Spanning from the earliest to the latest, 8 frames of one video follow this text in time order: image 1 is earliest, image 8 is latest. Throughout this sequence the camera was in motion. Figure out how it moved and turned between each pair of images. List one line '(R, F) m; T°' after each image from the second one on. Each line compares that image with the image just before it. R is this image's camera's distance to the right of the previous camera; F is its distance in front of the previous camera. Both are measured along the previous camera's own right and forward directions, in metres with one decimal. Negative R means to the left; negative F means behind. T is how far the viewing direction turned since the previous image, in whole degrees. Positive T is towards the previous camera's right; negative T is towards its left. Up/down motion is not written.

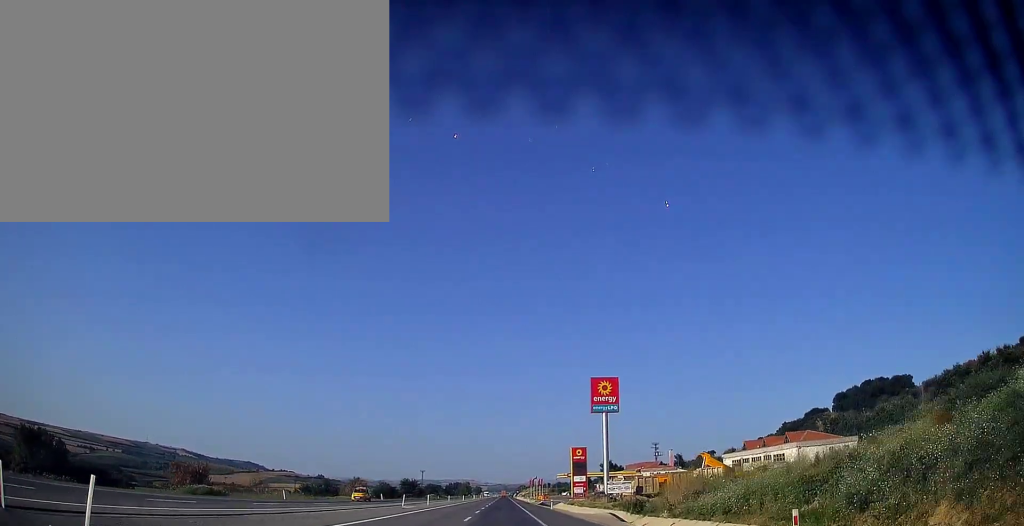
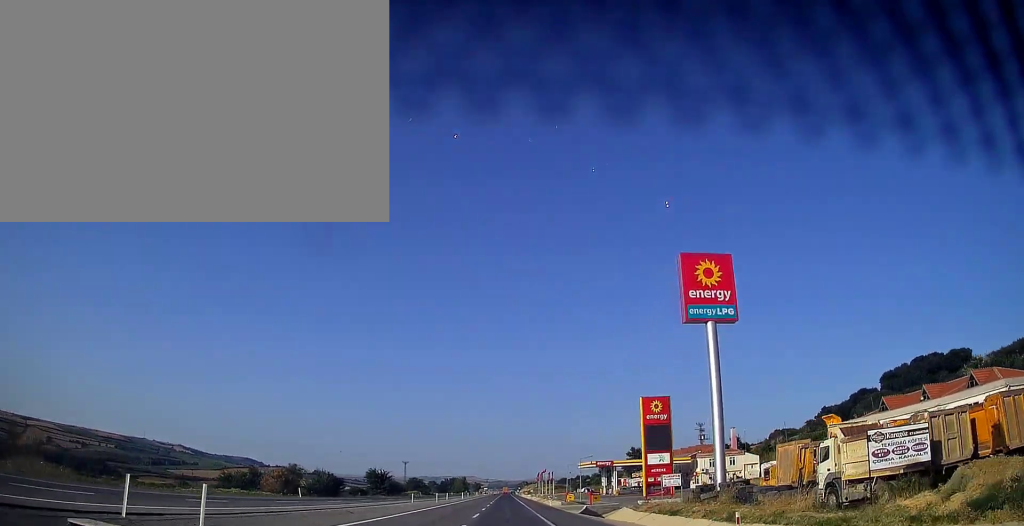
(+0.1, +45.4) m; 0°
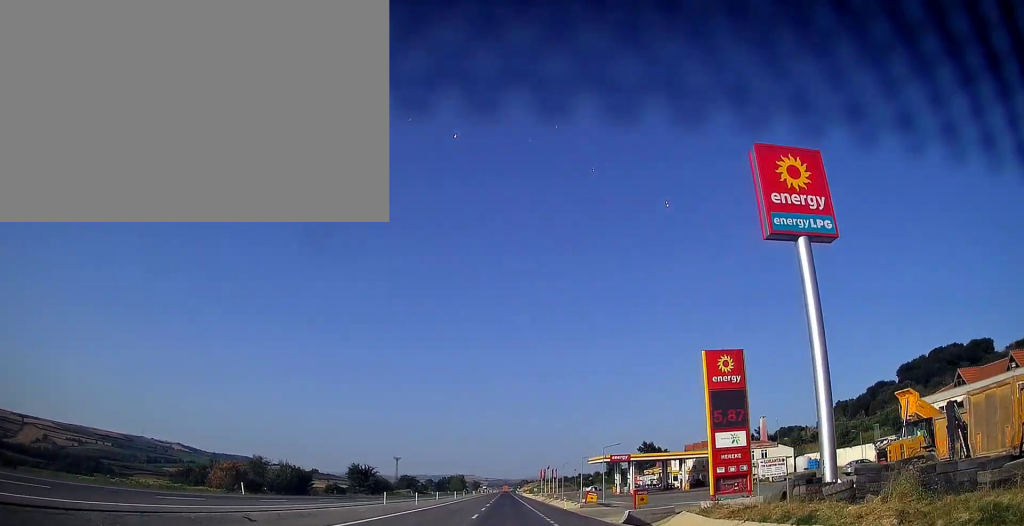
(0.0, +14.8) m; 0°
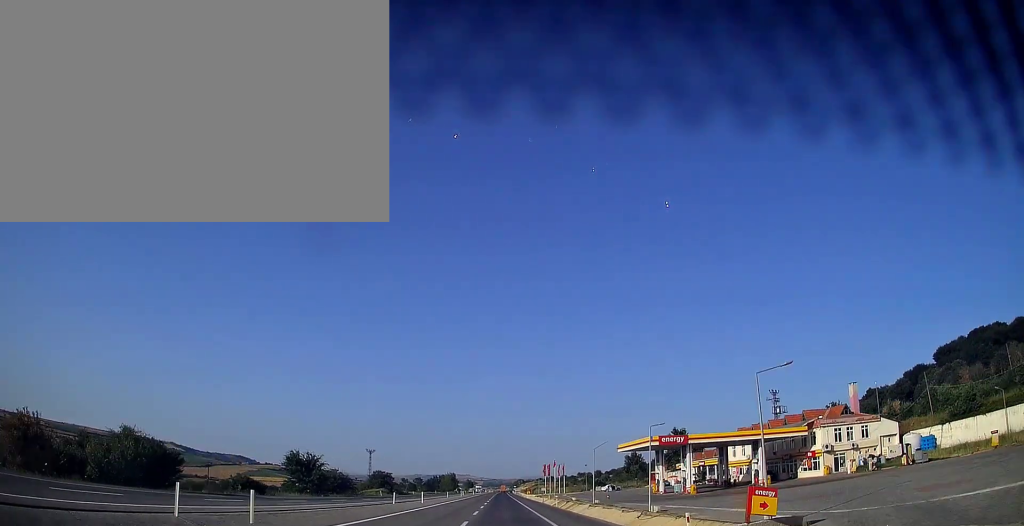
(+0.1, +31.6) m; 0°
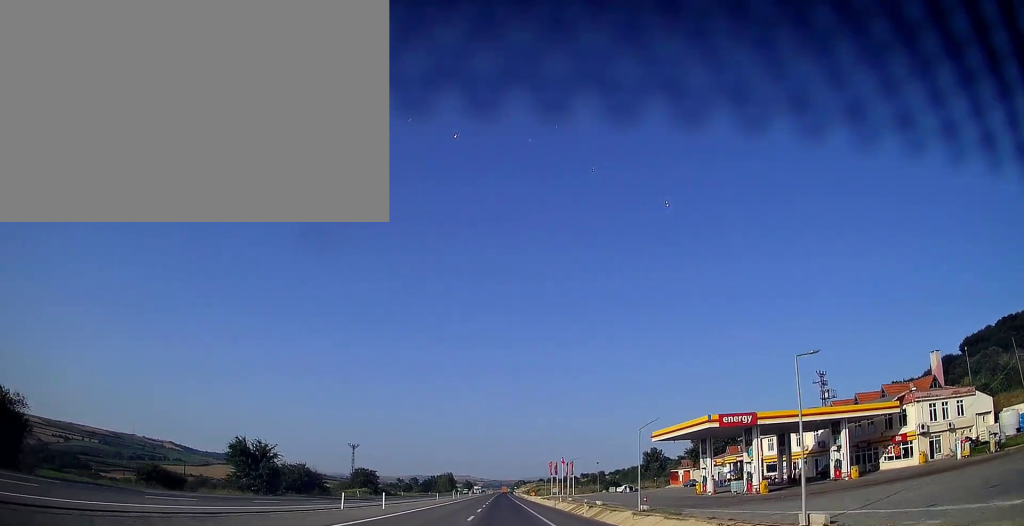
(0.0, +16.7) m; 0°
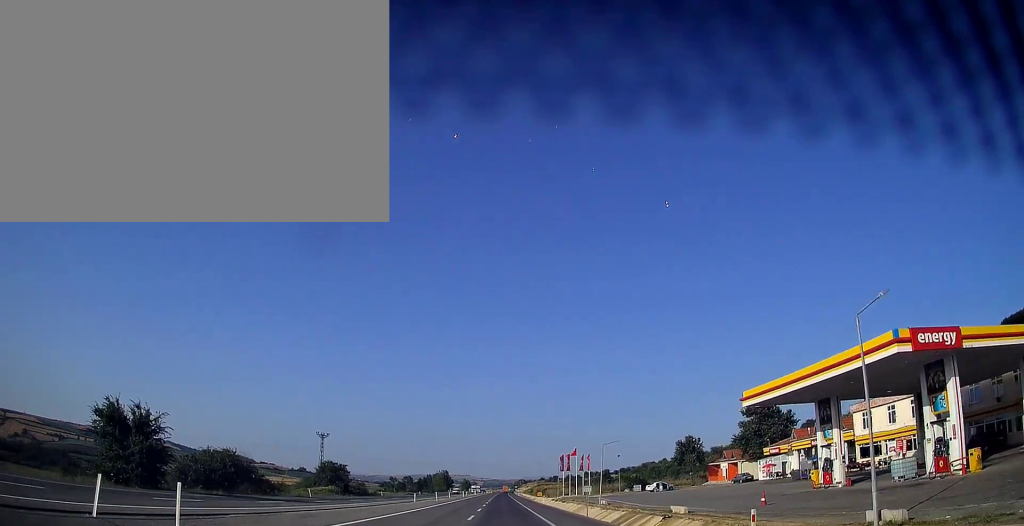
(-0.1, +23.6) m; 0°
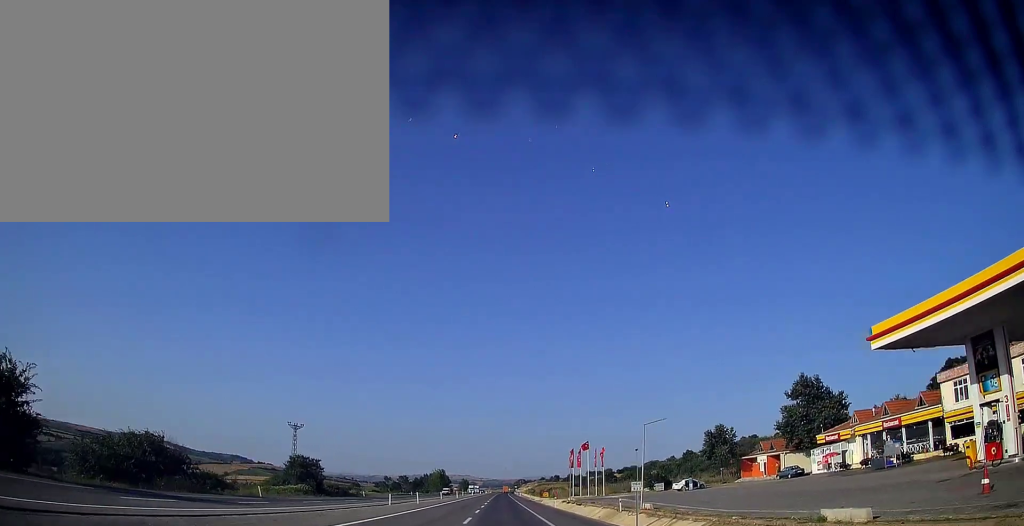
(+0.1, +15.8) m; 0°
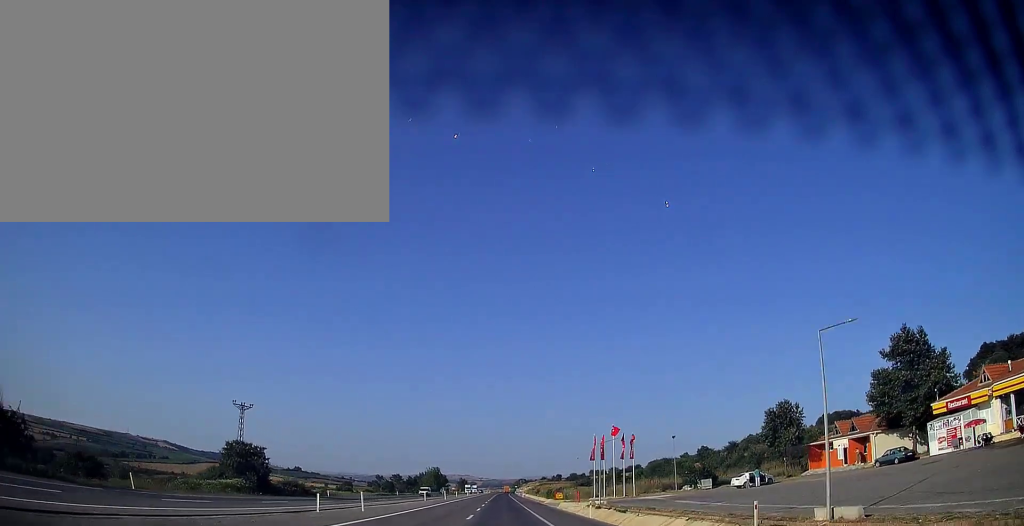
(0.0, +19.6) m; 0°
